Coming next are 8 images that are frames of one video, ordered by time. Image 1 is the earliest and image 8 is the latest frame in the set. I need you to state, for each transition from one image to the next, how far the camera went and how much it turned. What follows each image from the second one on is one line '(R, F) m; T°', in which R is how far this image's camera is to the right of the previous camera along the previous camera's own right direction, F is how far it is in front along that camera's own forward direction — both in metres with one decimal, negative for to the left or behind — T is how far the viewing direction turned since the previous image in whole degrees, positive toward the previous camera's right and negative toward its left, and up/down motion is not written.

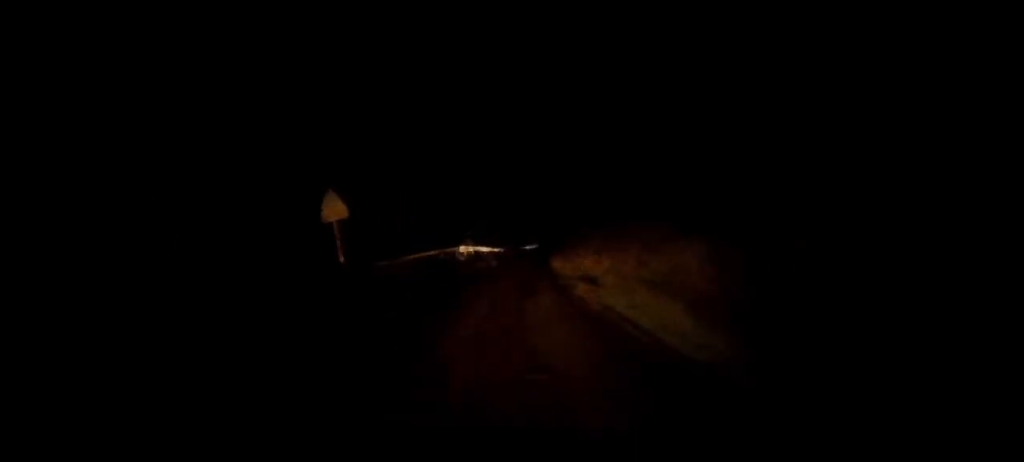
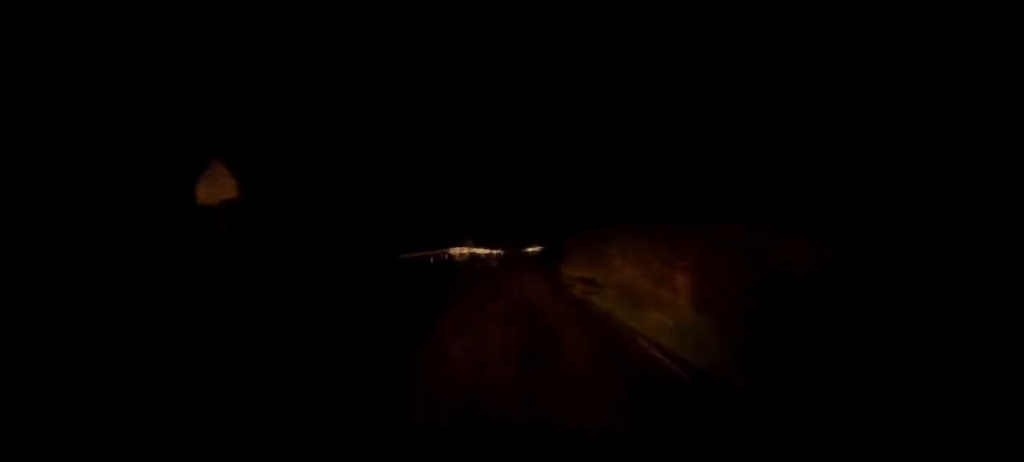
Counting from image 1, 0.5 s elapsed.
(0.0, +7.1) m; 0°
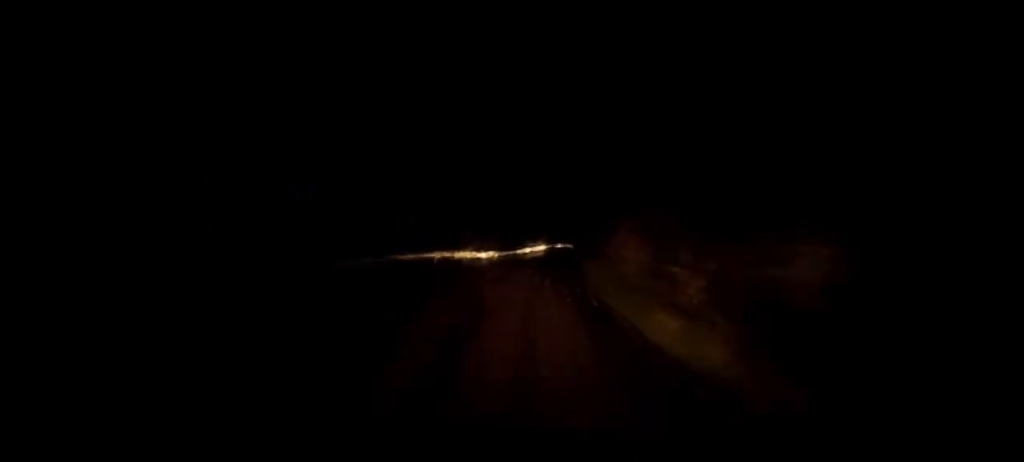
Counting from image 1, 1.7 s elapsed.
(+0.1, +15.4) m; +1°
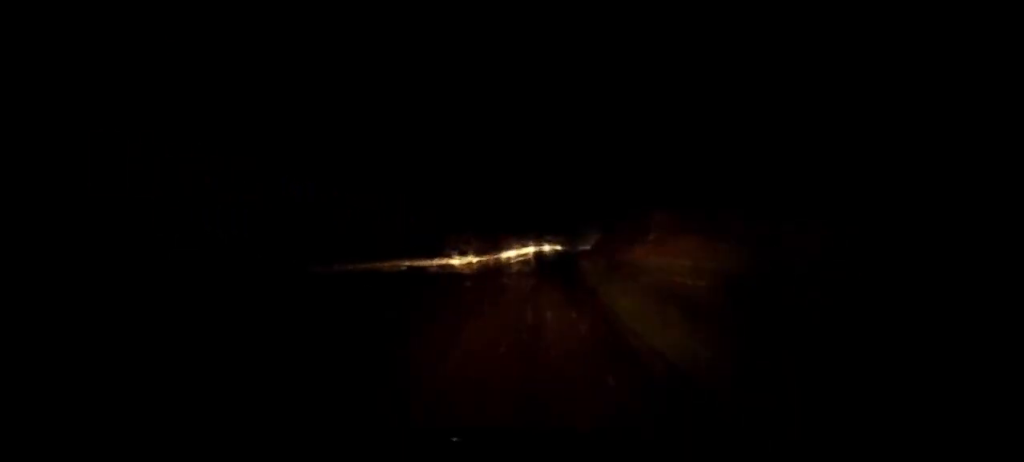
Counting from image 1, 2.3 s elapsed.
(0.0, +7.9) m; +1°
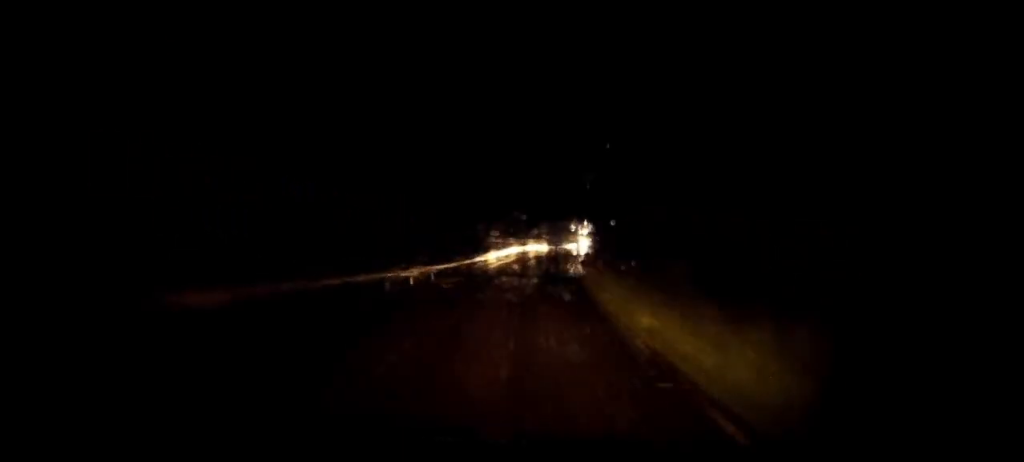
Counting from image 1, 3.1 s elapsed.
(-0.1, +10.5) m; +2°
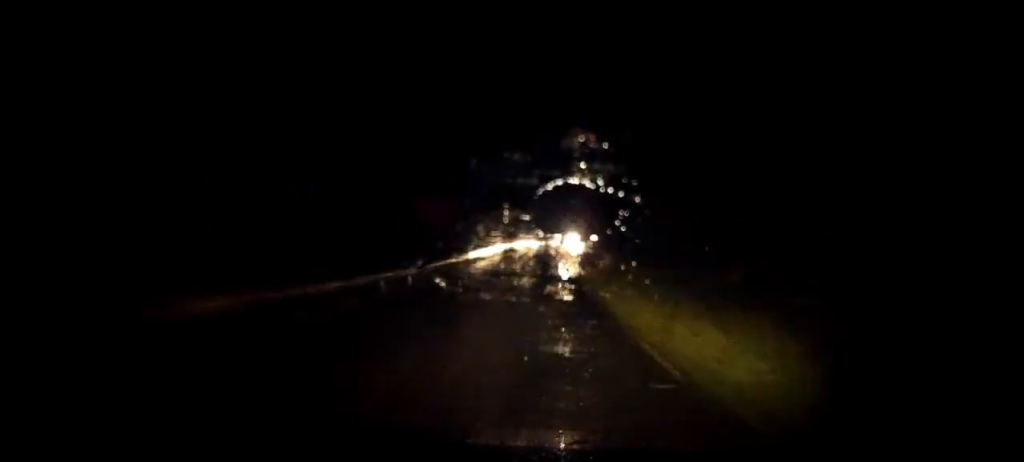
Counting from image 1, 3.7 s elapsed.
(+0.3, +7.8) m; +1°
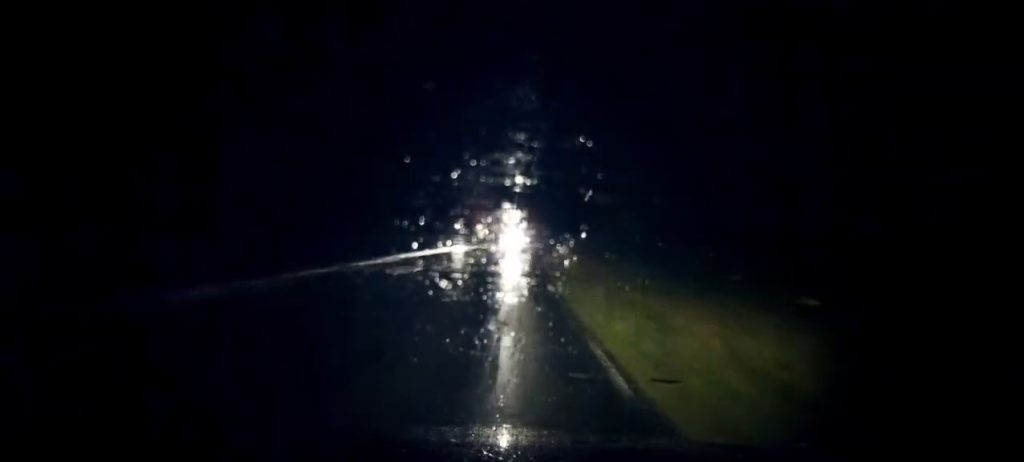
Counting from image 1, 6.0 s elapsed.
(+0.4, +30.1) m; +4°
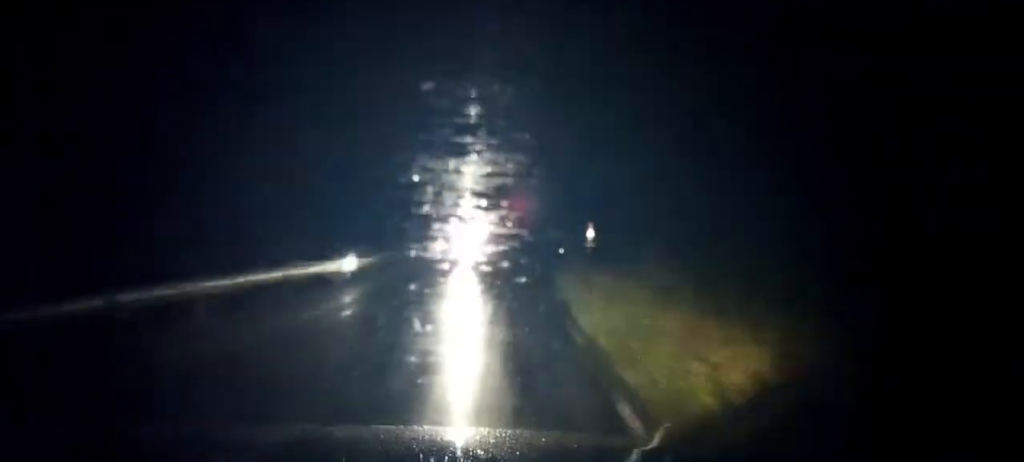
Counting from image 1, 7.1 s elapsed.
(+0.7, +15.0) m; 0°
